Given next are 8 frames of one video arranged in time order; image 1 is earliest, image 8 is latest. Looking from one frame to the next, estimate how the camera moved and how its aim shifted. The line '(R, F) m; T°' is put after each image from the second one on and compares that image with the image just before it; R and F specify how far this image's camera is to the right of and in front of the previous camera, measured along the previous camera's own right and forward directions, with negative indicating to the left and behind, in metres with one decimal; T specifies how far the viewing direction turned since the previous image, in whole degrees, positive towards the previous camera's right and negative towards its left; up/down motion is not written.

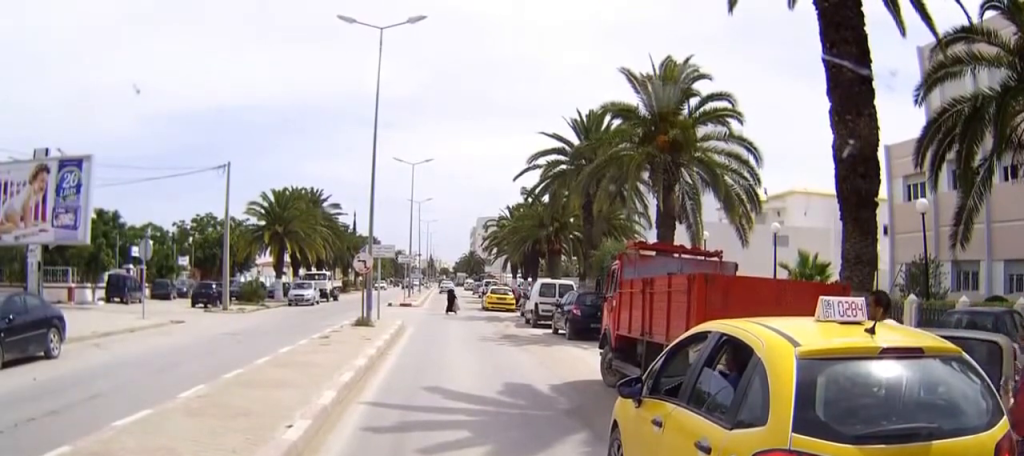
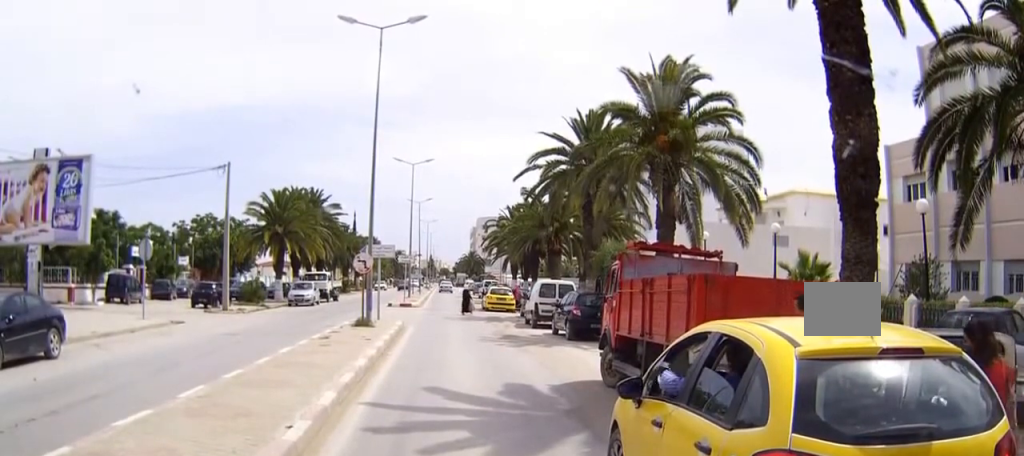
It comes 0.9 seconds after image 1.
(0.0, 0.0) m; 0°
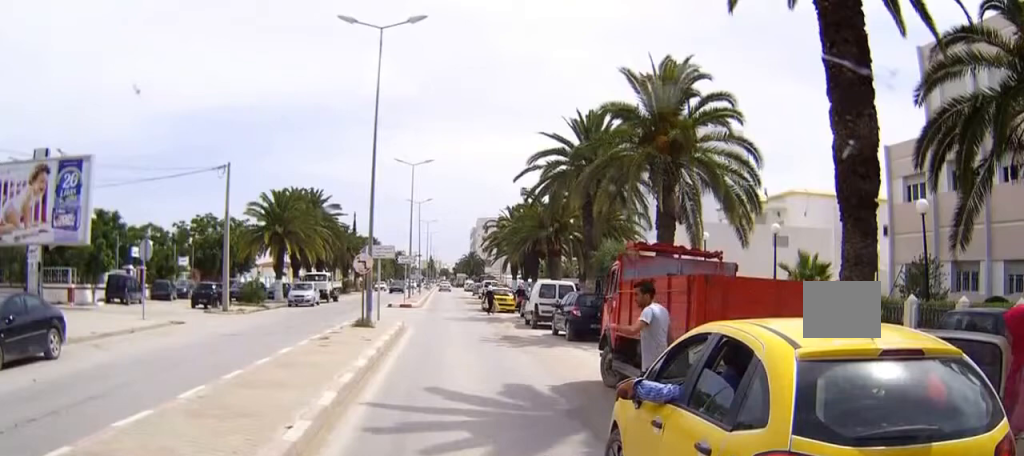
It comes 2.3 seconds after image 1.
(0.0, 0.0) m; 0°
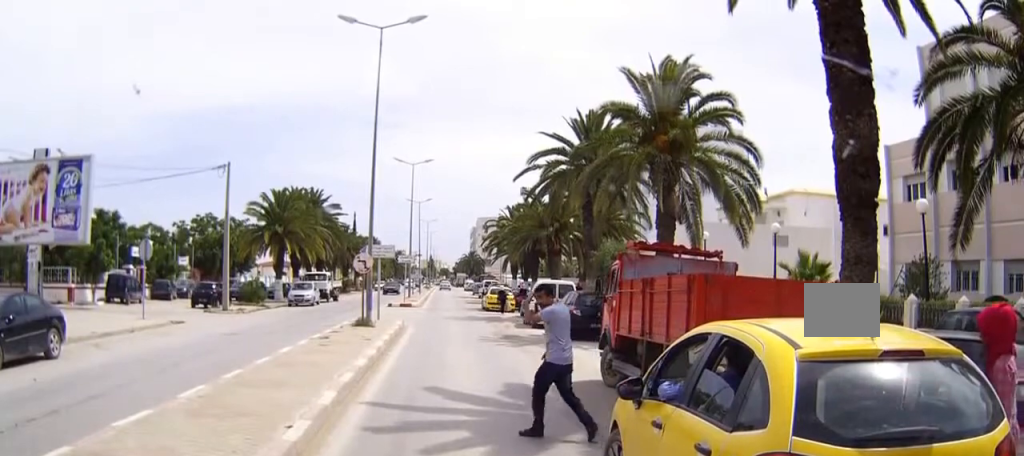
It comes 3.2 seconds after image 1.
(0.0, +0.1) m; 0°
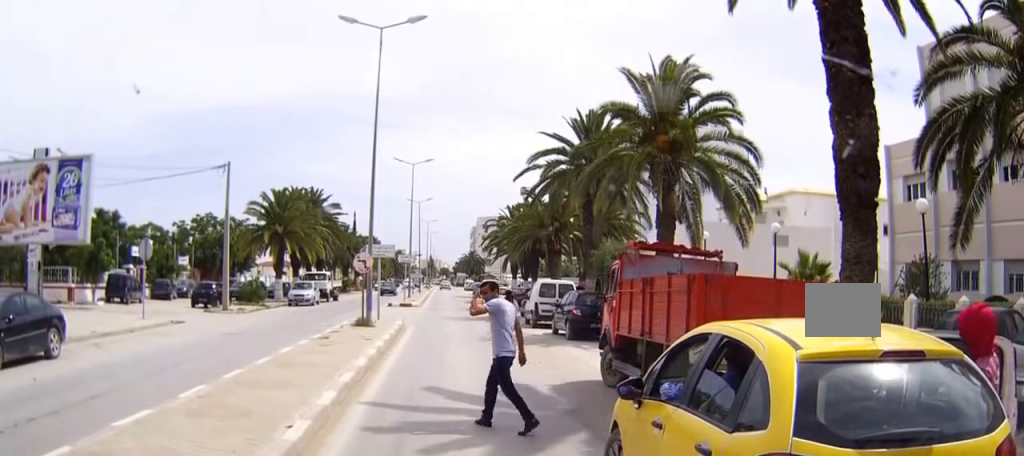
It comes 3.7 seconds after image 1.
(0.0, +0.1) m; 0°
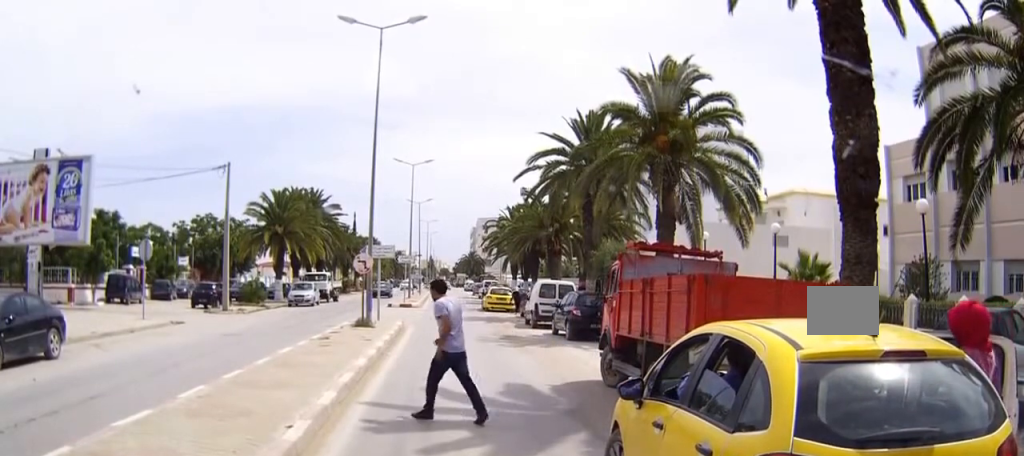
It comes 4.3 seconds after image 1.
(0.0, +0.1) m; 0°
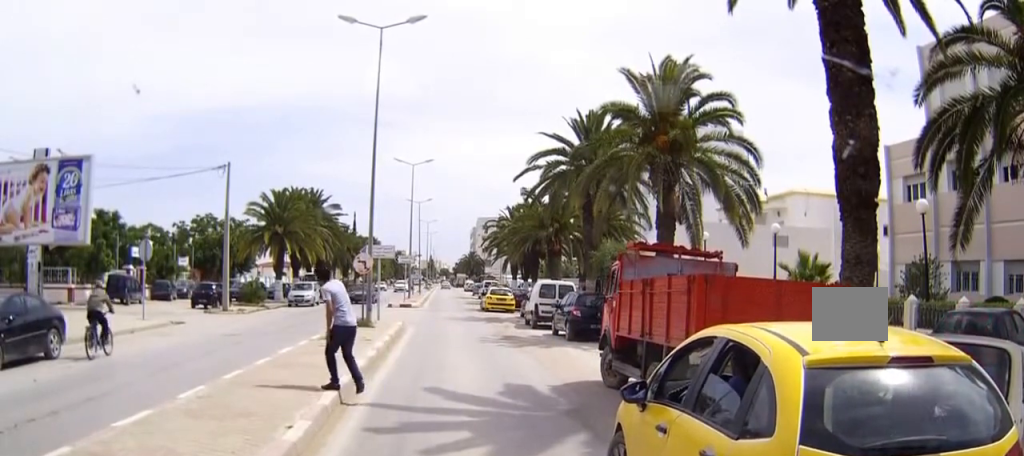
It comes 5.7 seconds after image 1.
(0.0, +0.2) m; 0°
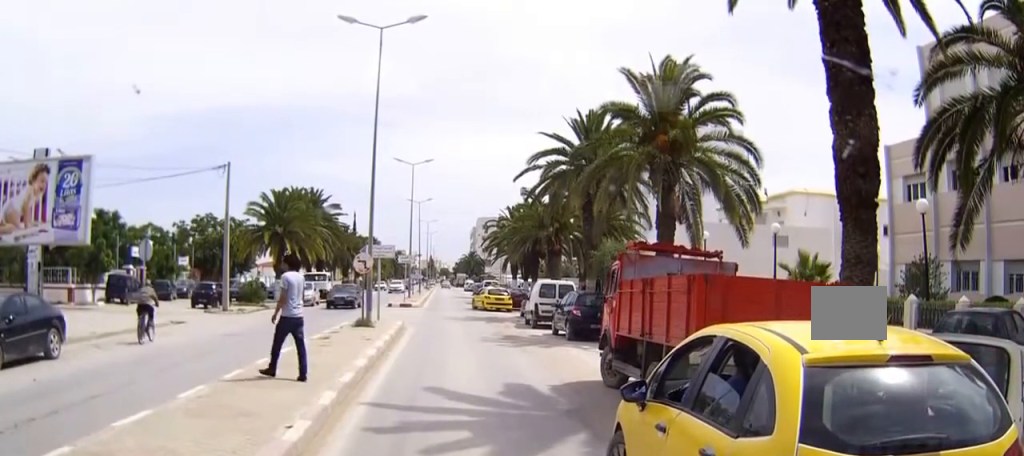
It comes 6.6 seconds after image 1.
(0.0, 0.0) m; 0°
